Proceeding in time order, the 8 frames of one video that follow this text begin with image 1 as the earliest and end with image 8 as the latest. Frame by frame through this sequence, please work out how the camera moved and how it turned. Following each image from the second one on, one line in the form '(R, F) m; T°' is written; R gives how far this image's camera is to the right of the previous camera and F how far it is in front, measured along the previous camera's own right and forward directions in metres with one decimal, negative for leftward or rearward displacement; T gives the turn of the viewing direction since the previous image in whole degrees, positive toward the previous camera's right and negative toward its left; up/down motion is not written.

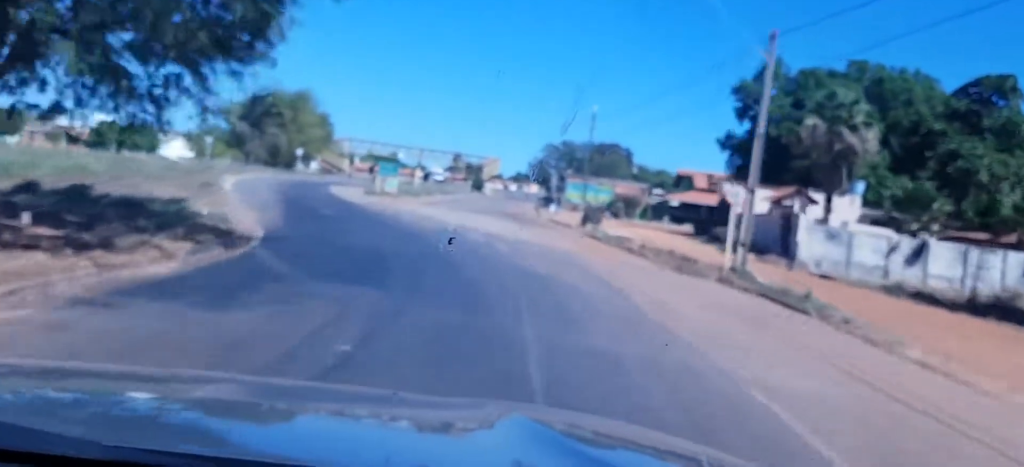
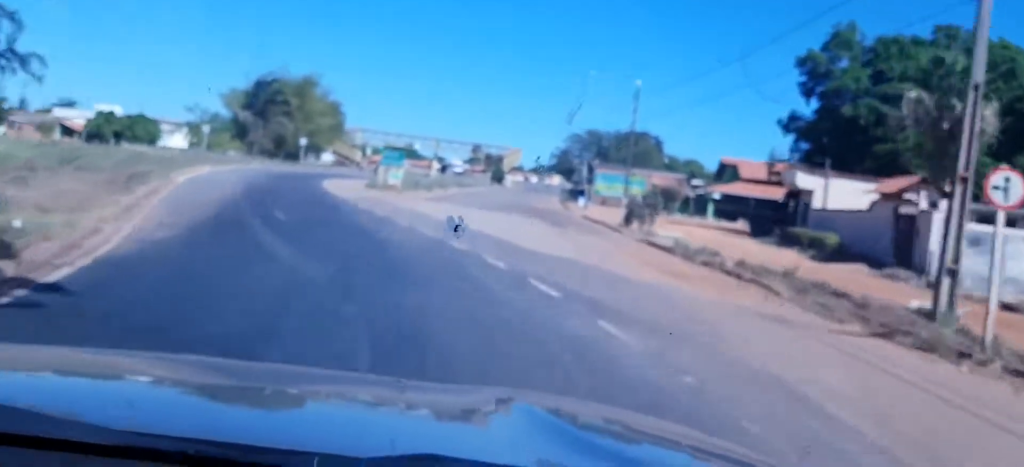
(+0.5, +11.2) m; -2°
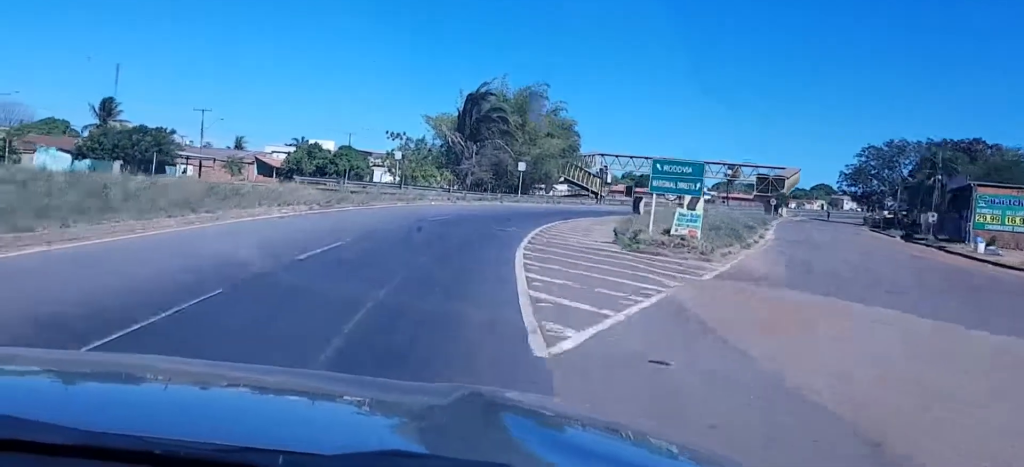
(-7.1, +33.6) m; -14°
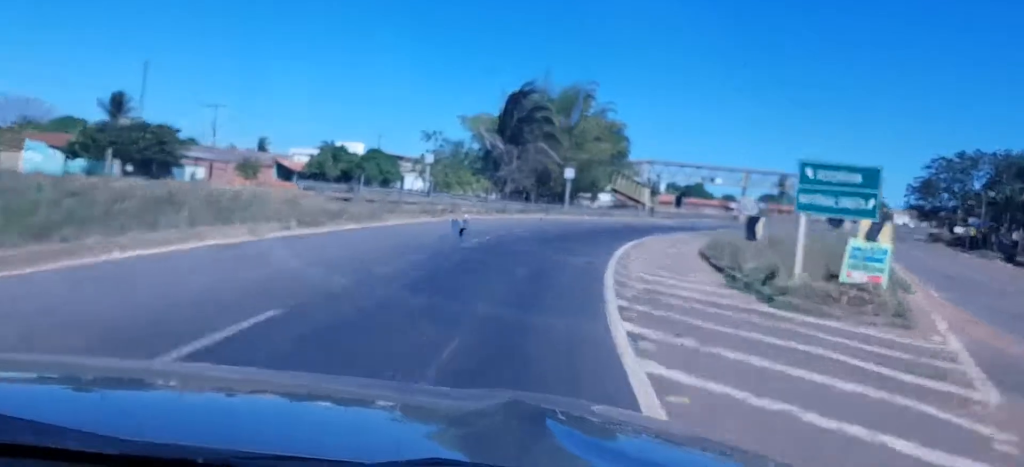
(+0.6, +9.2) m; +2°
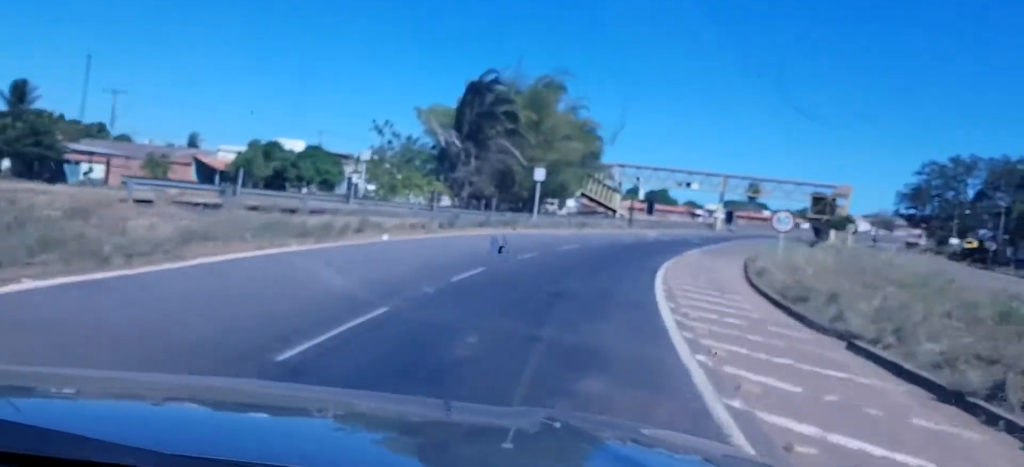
(+0.7, +15.8) m; +3°
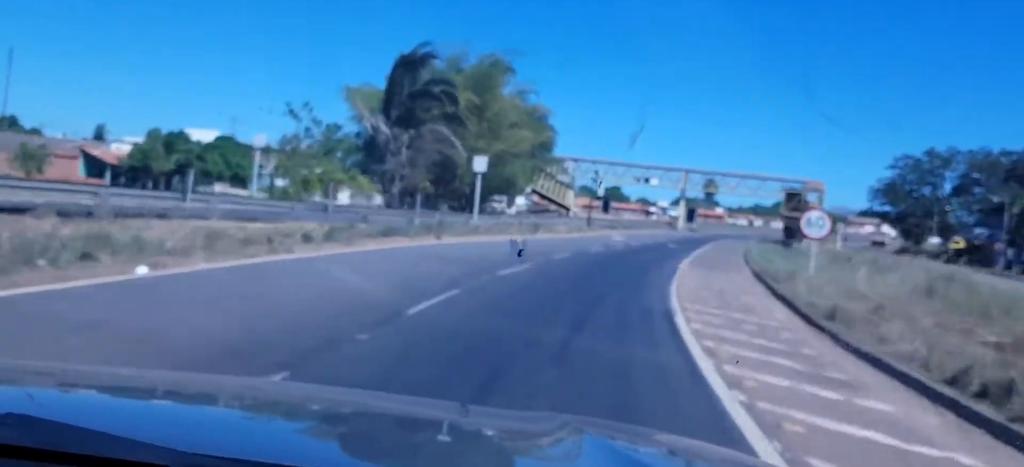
(-0.6, +12.4) m; +2°
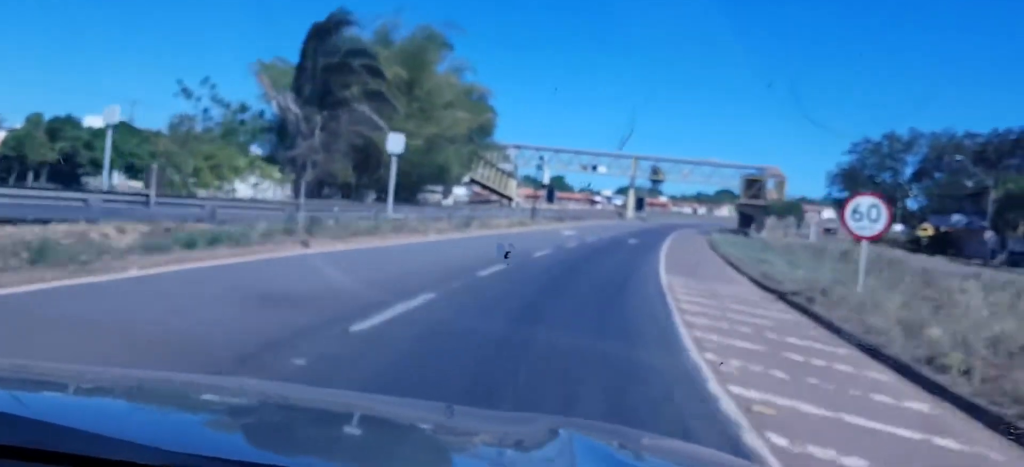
(+0.9, +10.3) m; +4°
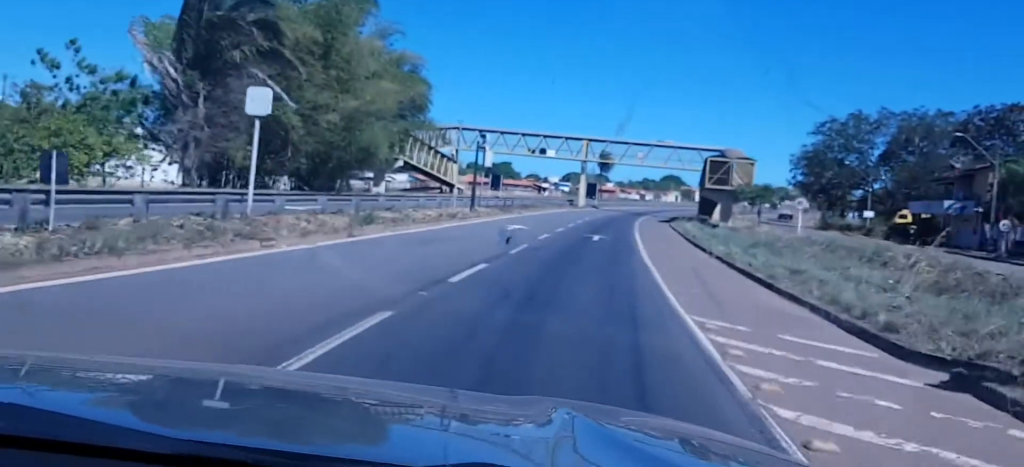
(+0.5, +12.5) m; +4°
